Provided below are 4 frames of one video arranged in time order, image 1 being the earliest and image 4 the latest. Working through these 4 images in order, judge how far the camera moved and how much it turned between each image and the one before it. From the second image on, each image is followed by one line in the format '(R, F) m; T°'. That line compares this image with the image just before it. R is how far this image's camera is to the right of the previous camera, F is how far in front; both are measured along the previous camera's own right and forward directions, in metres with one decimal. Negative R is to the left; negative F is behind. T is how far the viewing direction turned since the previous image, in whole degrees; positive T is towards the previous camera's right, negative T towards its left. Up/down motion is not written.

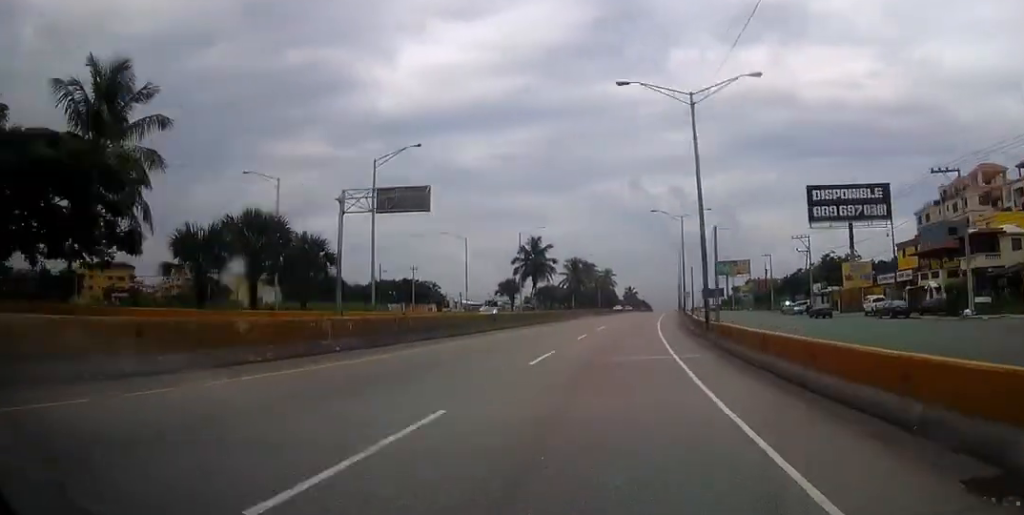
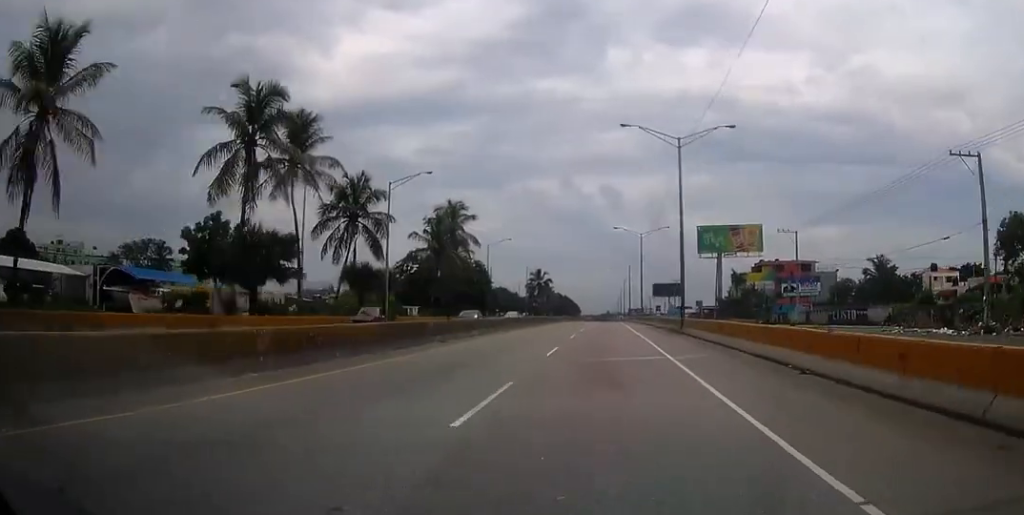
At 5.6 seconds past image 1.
(+11.3, +138.8) m; +6°
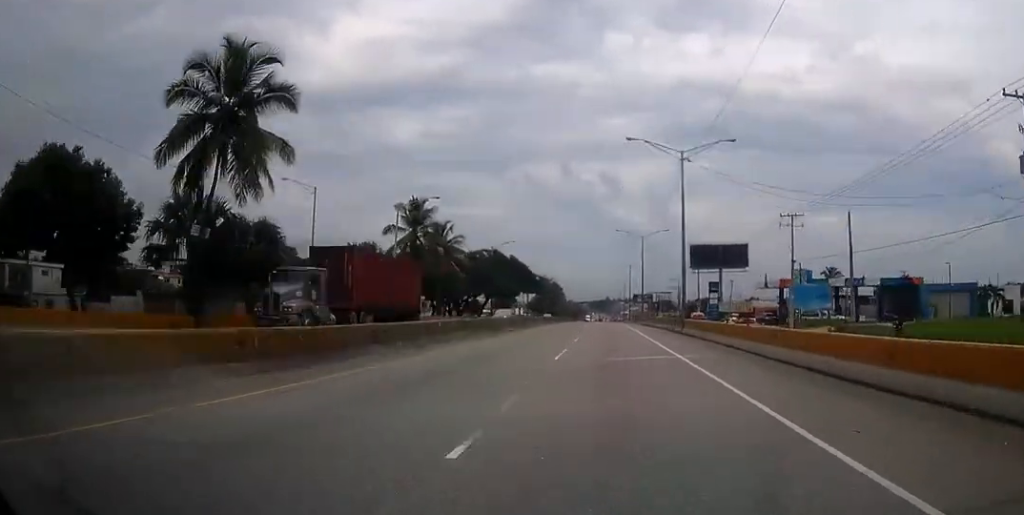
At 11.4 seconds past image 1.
(-1.0, +146.0) m; 0°
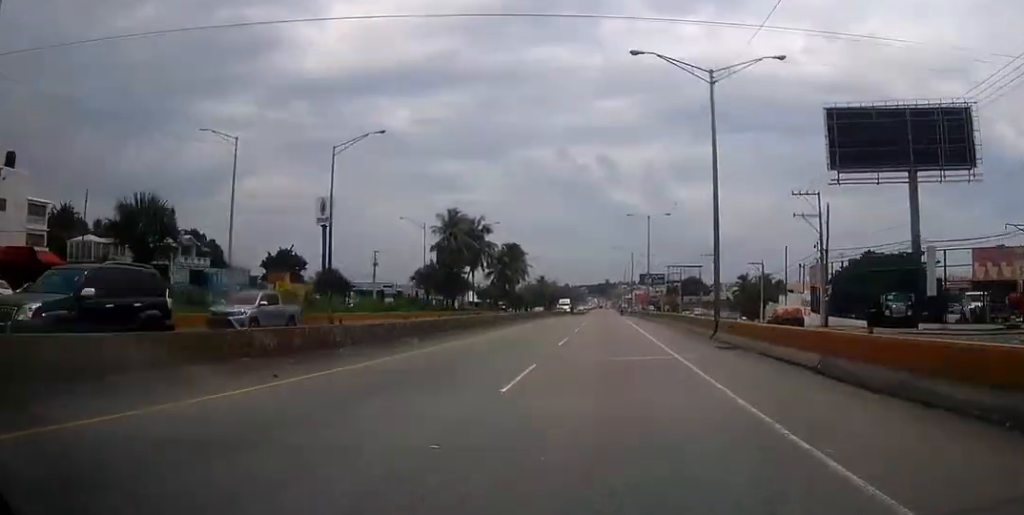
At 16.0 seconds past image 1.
(+0.6, +113.9) m; 0°
